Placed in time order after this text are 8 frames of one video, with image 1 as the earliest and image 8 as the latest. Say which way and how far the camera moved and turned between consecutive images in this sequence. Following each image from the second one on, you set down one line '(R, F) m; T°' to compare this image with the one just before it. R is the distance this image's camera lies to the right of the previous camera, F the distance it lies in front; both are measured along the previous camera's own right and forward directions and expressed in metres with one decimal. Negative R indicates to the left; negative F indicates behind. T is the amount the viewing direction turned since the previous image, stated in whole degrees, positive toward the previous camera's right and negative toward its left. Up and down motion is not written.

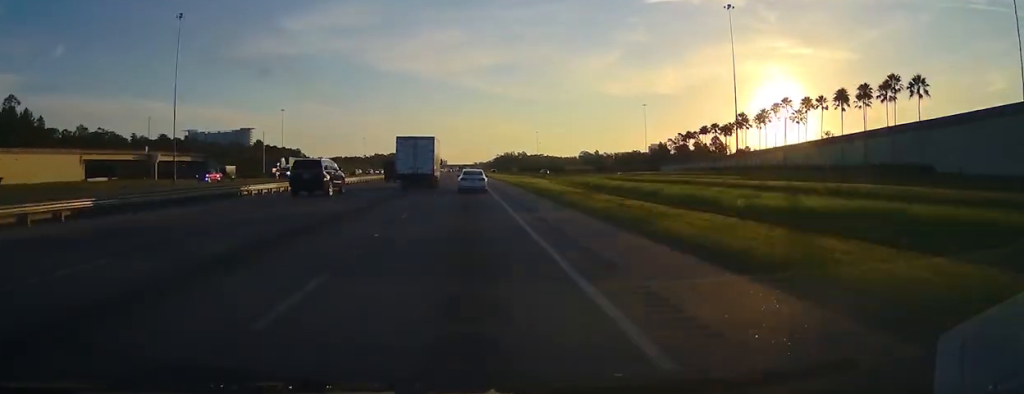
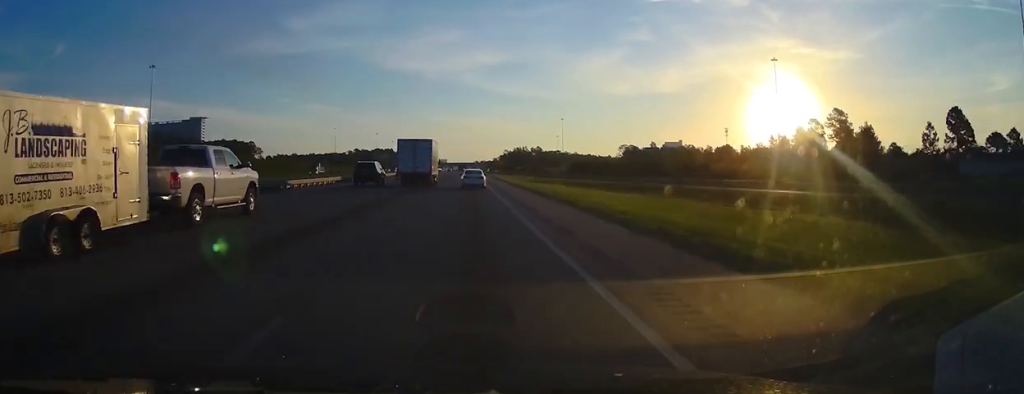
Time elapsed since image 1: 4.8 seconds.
(0.0, +181.4) m; 0°
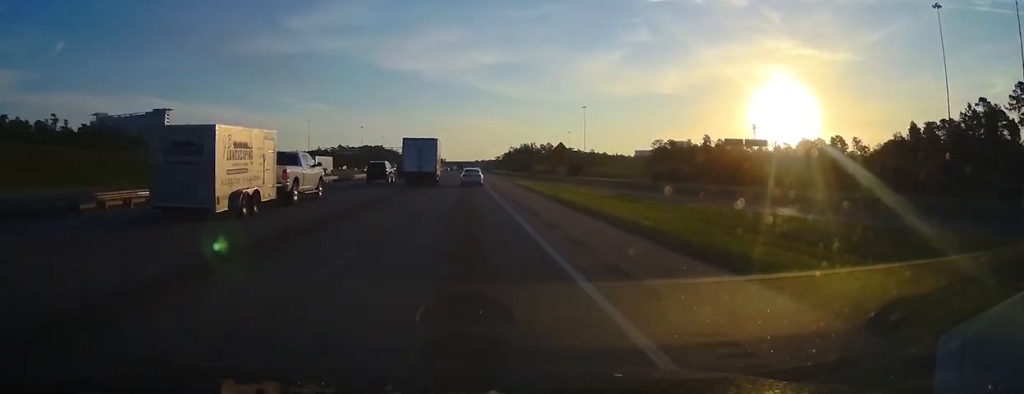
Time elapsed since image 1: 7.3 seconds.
(+0.2, +107.9) m; 0°
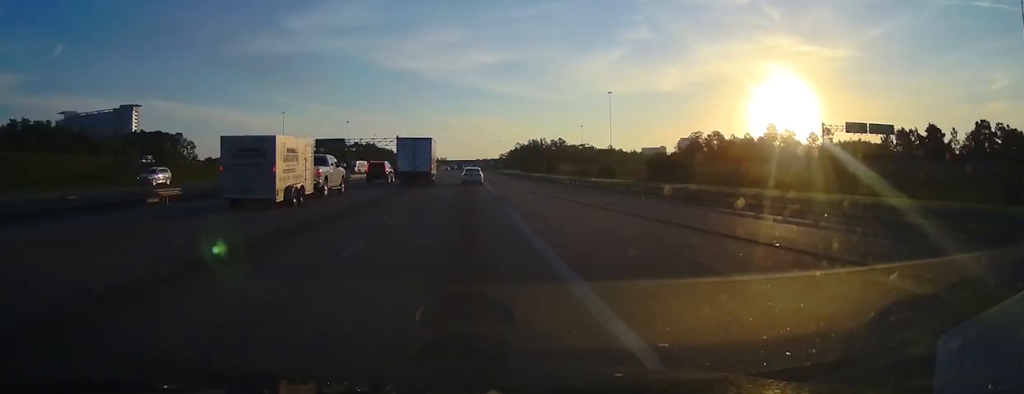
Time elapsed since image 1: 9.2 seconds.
(-0.2, +61.6) m; 0°
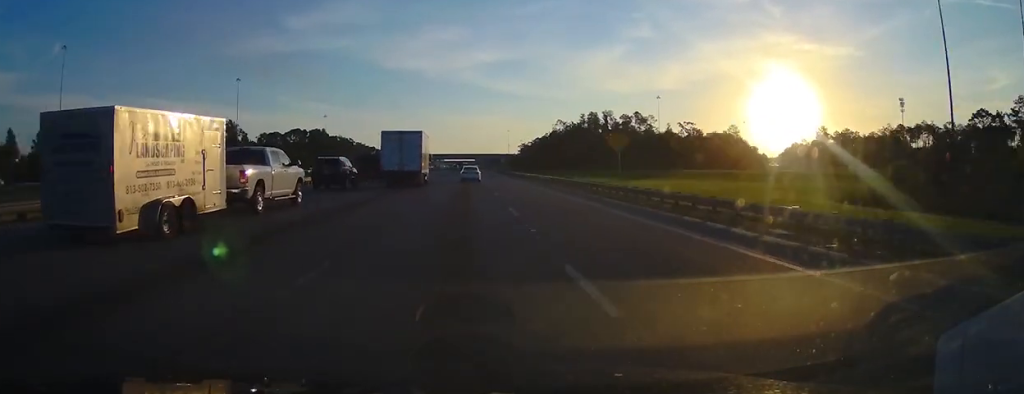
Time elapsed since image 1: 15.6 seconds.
(+0.1, +142.5) m; 0°
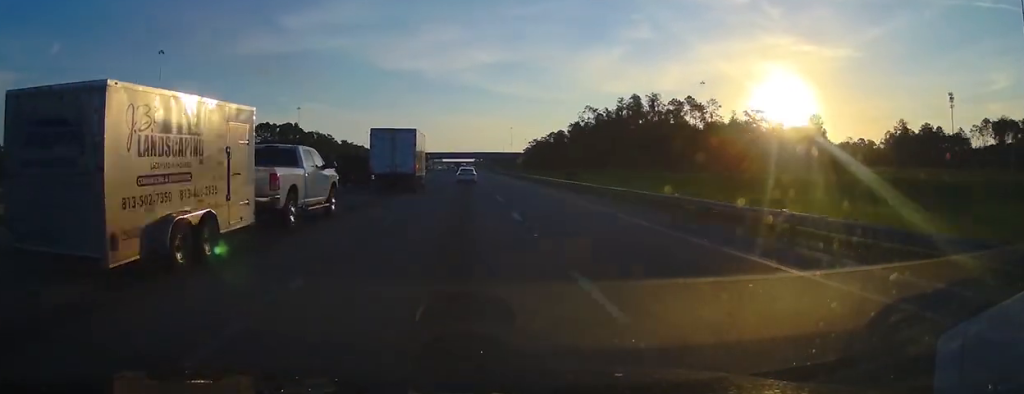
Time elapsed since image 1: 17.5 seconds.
(+0.2, +35.4) m; 0°
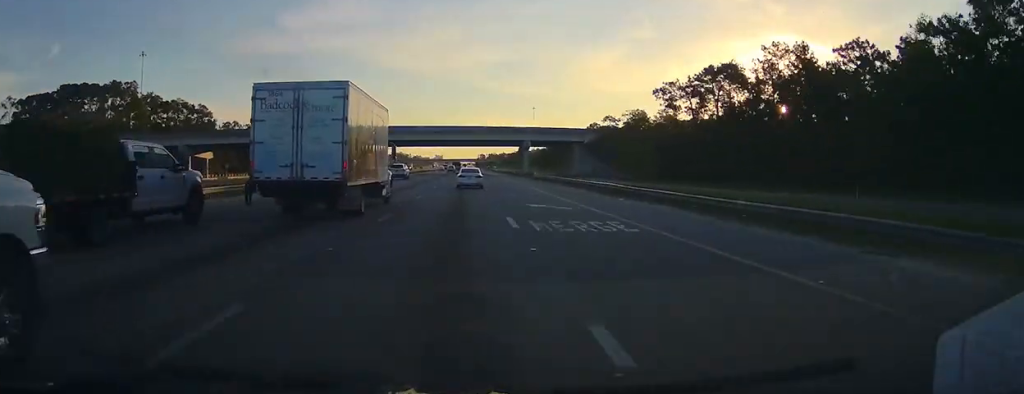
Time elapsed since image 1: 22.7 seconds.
(-0.2, +178.5) m; 0°
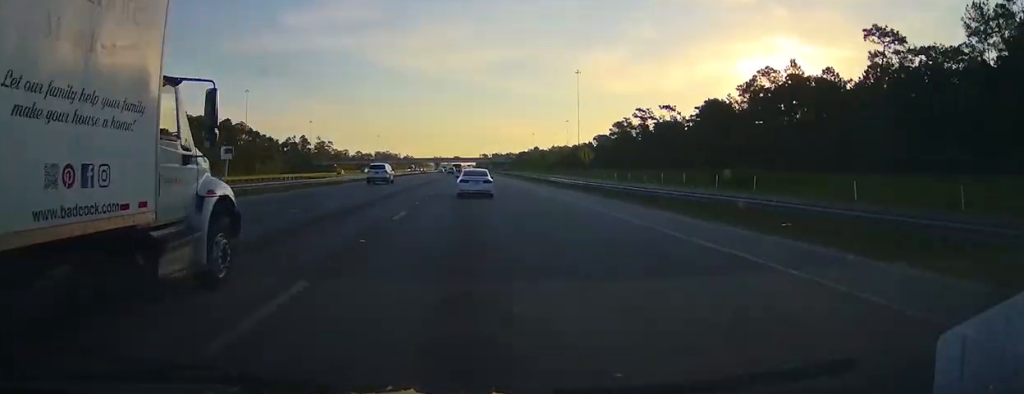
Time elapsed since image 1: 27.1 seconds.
(0.0, +153.1) m; 0°
